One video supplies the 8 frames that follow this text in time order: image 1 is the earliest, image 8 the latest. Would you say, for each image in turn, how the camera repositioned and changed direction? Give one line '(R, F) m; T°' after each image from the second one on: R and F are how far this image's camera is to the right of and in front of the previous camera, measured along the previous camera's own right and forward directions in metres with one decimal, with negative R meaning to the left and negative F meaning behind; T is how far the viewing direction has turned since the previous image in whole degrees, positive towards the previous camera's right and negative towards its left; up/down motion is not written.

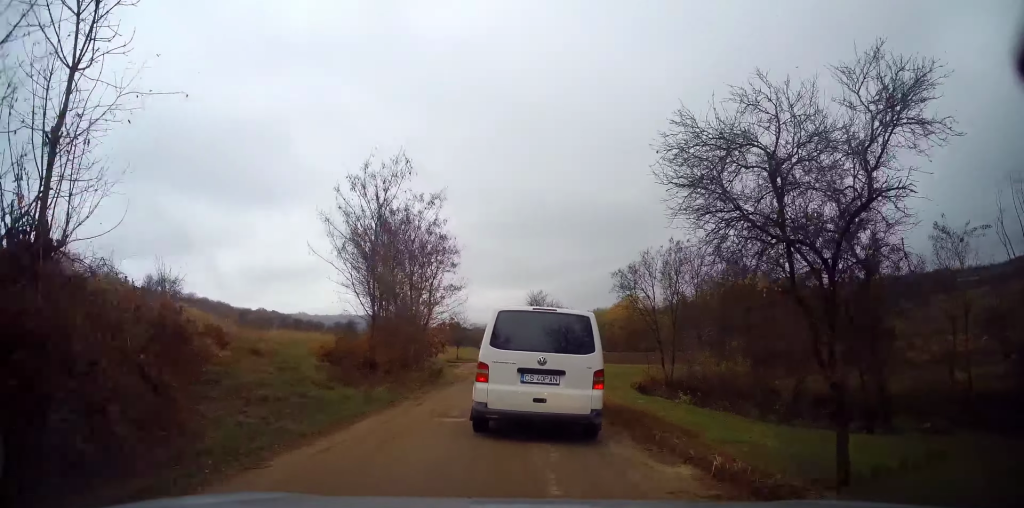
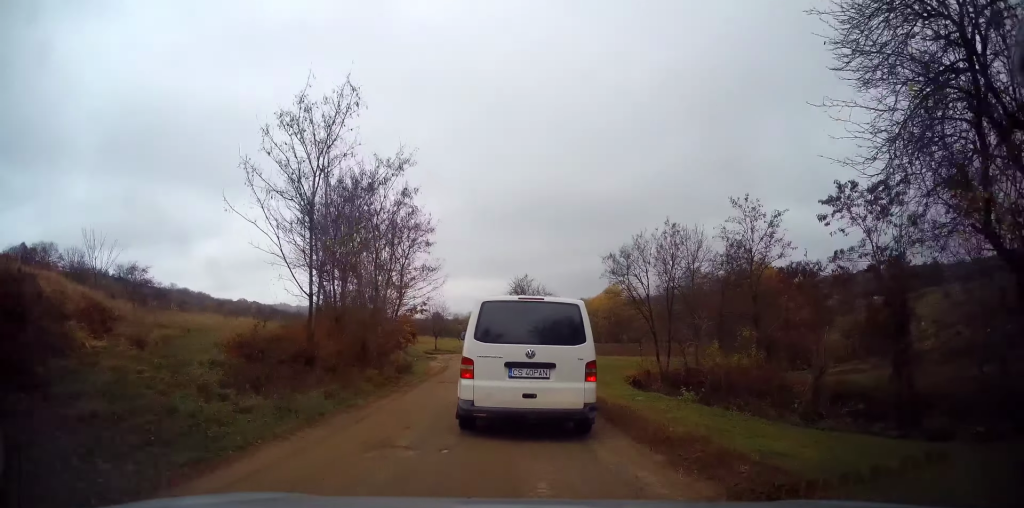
(-0.1, +3.8) m; 0°
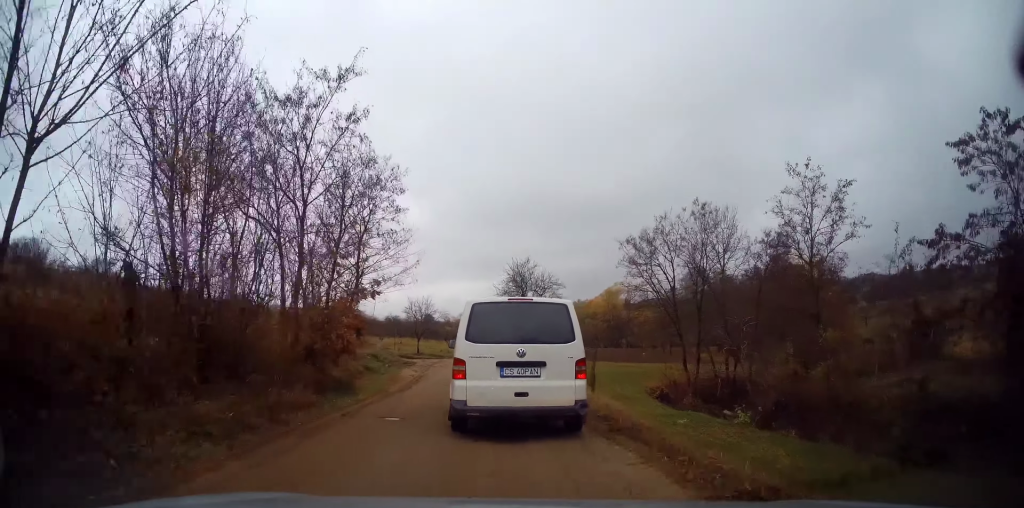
(-0.1, +8.9) m; +4°
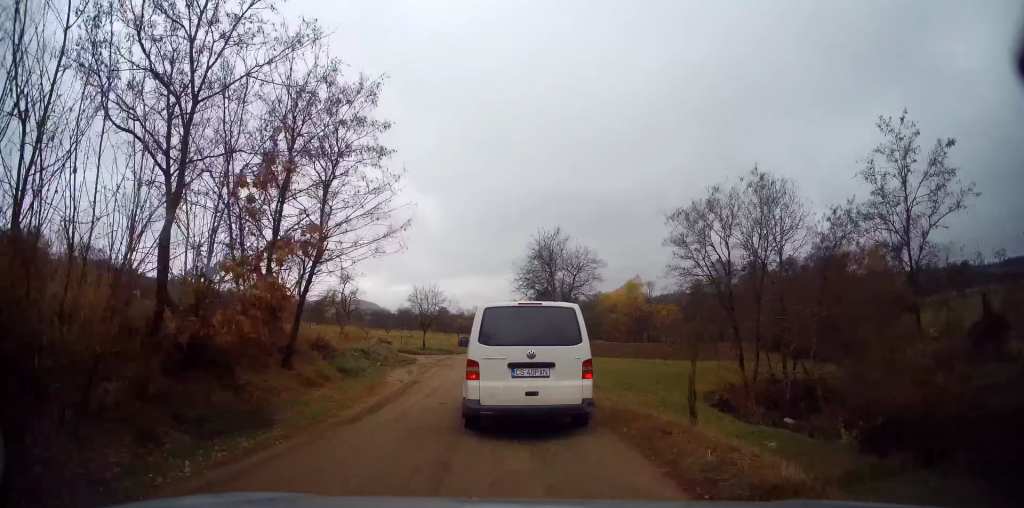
(+0.4, +7.0) m; +1°
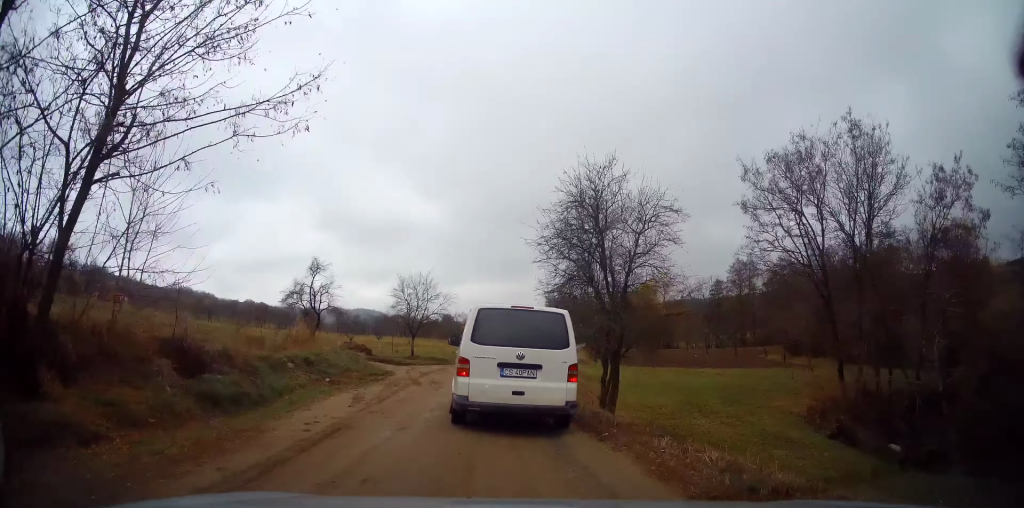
(-0.8, +9.0) m; -5°
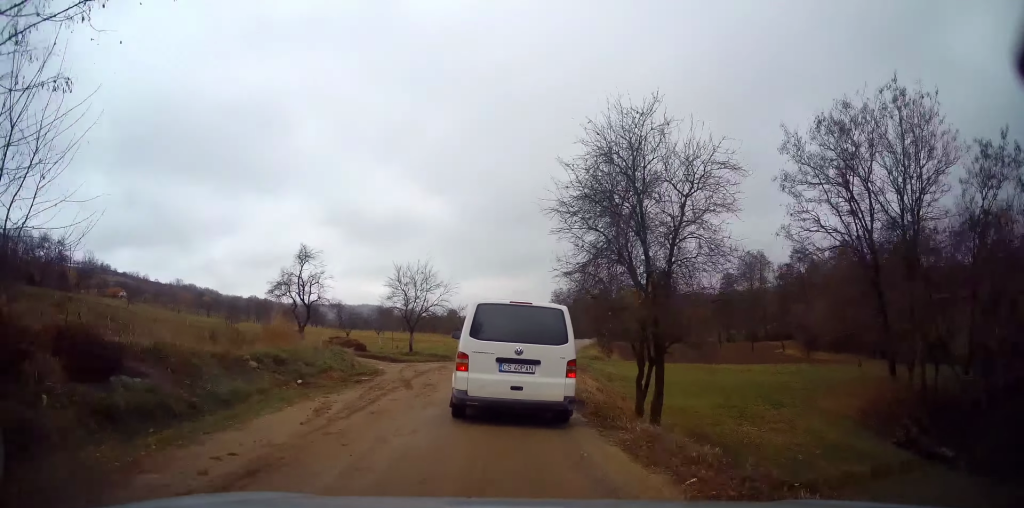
(0.0, +3.0) m; 0°
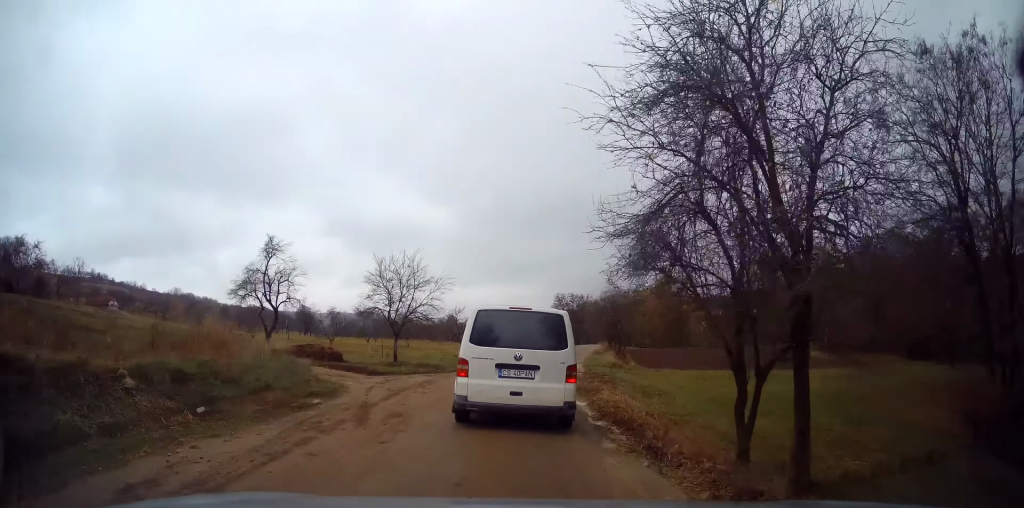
(+0.1, +5.0) m; +1°
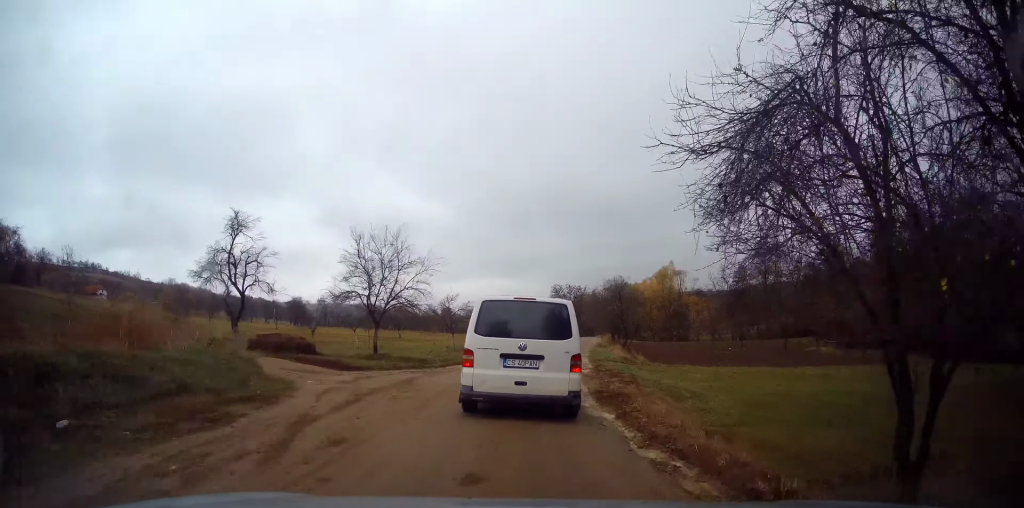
(0.0, +3.4) m; -1°
